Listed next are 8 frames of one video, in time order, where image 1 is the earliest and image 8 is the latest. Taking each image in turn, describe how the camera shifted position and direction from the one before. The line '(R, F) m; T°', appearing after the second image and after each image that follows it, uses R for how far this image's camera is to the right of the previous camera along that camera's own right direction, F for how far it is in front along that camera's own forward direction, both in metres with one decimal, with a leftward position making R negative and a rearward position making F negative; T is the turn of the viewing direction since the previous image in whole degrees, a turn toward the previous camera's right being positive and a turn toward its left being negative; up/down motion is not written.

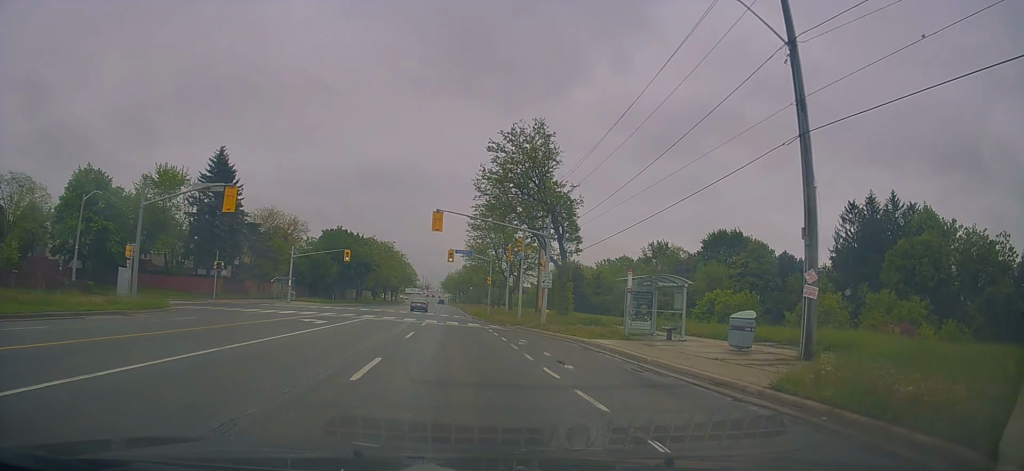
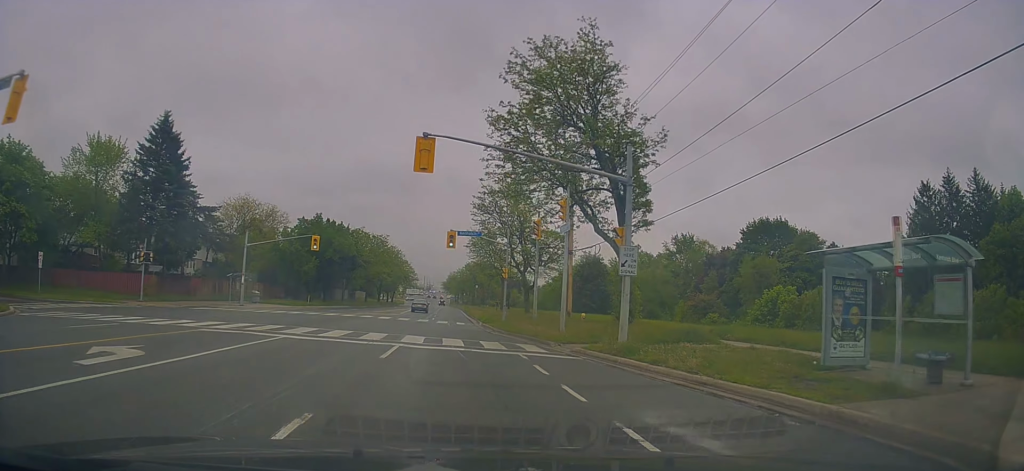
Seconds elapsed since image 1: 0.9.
(-0.2, +14.6) m; -1°
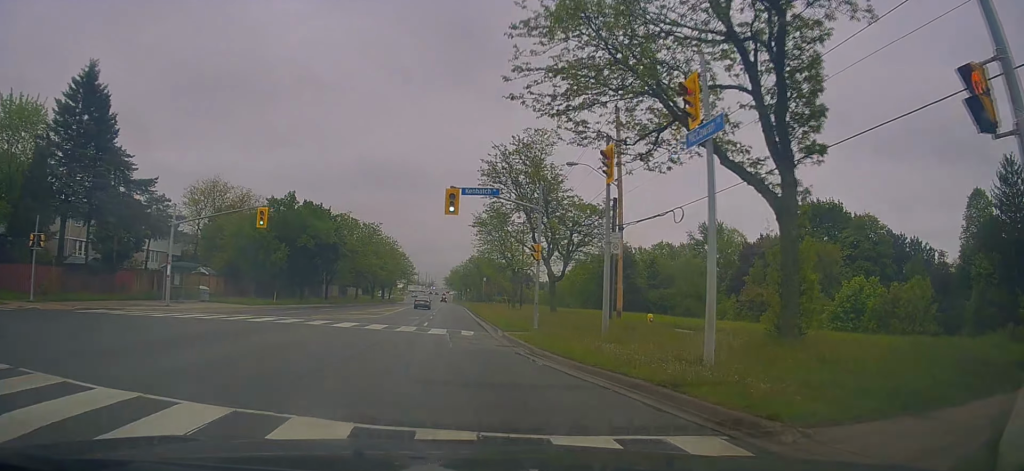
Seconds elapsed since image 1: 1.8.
(-0.3, +13.6) m; -1°
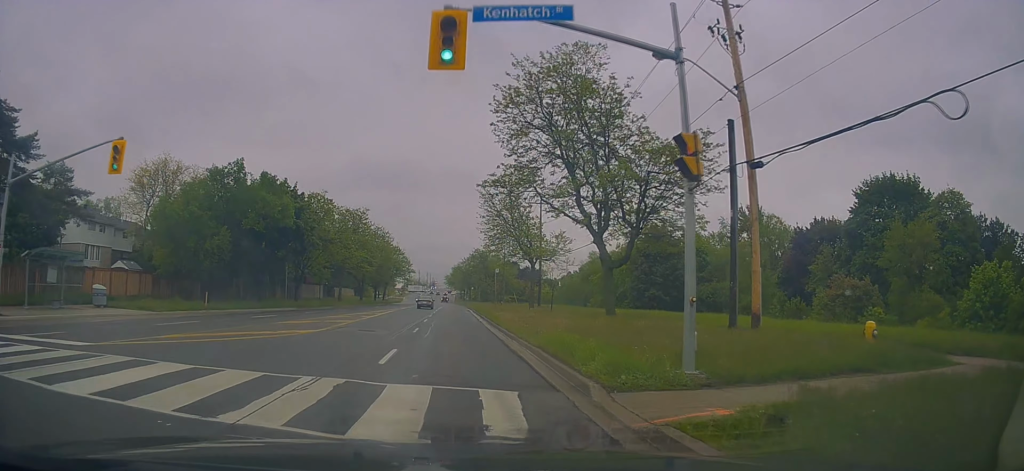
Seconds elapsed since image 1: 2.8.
(+0.1, +15.9) m; +1°
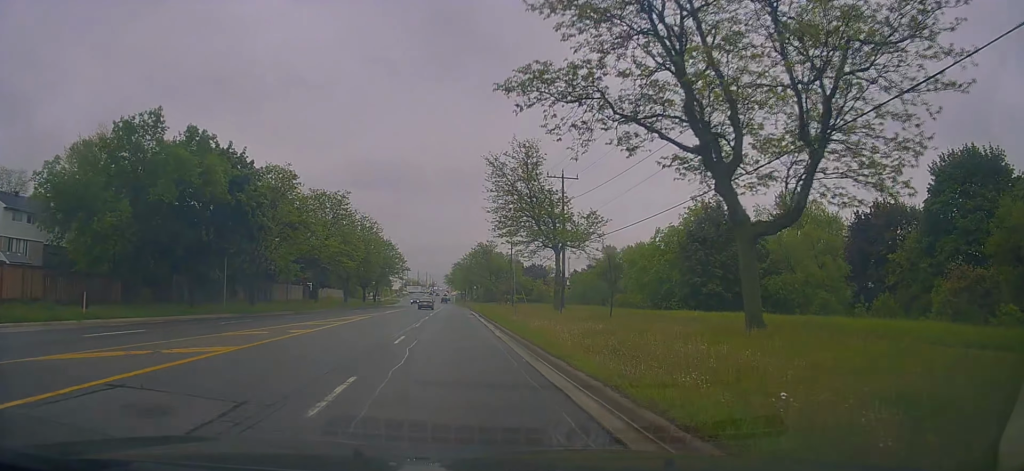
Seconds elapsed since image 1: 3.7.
(+0.1, +14.2) m; +1°
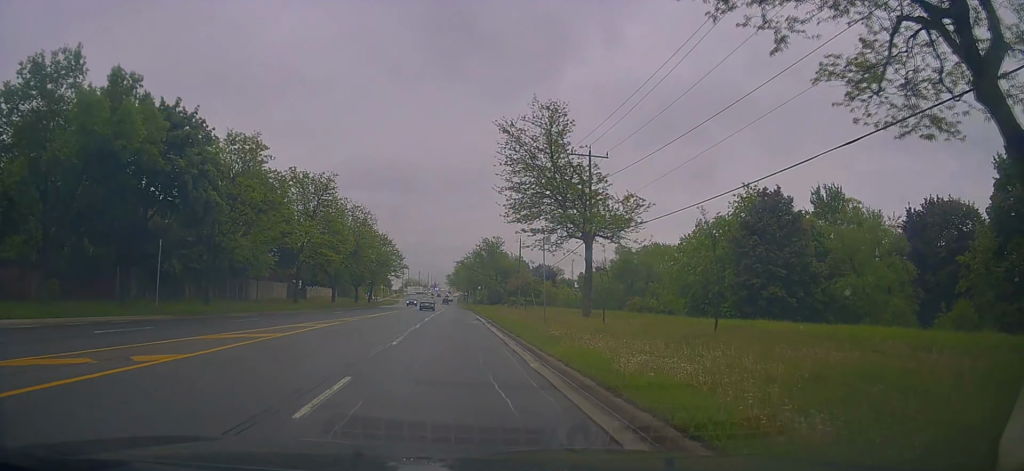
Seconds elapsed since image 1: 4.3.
(+0.1, +9.4) m; +1°
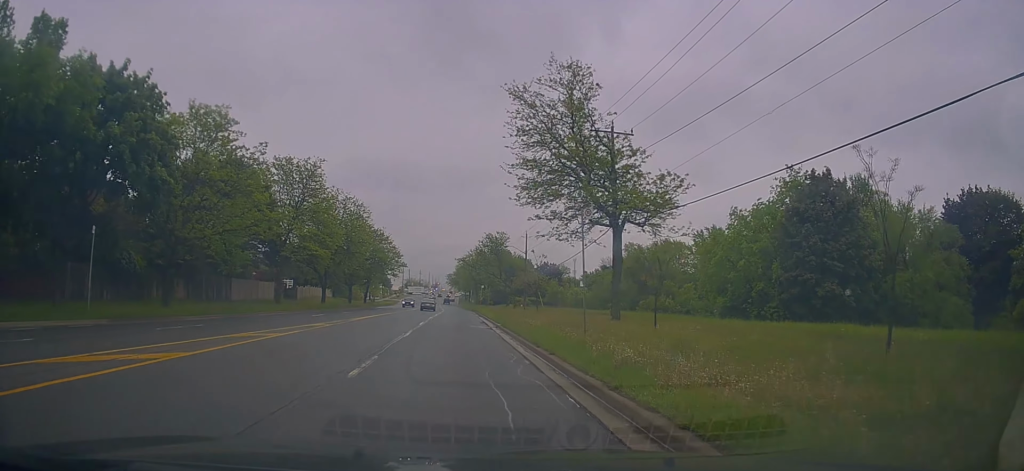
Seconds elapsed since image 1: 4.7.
(+0.1, +6.5) m; -1°
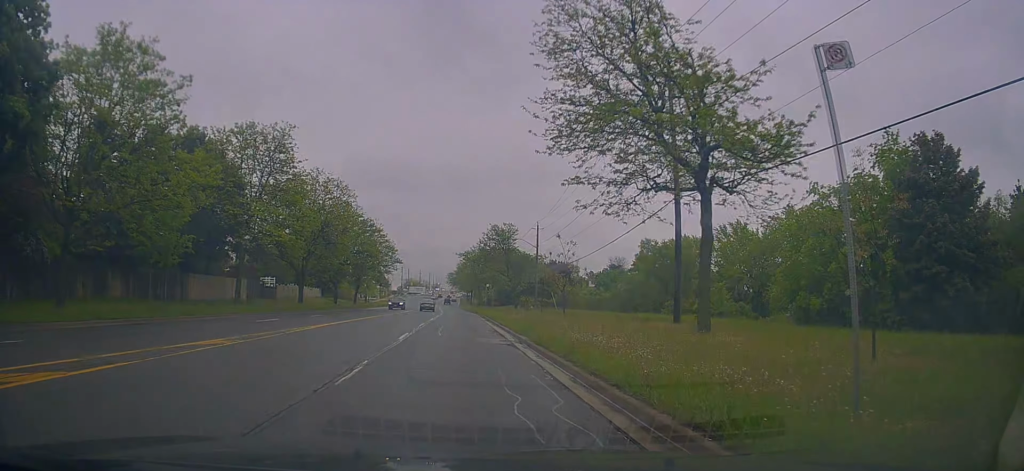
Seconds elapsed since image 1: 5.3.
(+0.2, +10.5) m; -2°
